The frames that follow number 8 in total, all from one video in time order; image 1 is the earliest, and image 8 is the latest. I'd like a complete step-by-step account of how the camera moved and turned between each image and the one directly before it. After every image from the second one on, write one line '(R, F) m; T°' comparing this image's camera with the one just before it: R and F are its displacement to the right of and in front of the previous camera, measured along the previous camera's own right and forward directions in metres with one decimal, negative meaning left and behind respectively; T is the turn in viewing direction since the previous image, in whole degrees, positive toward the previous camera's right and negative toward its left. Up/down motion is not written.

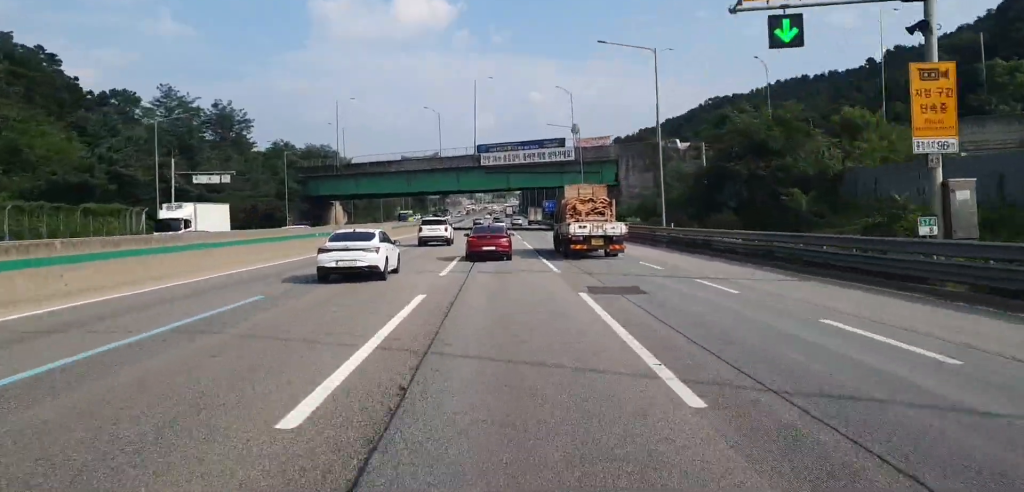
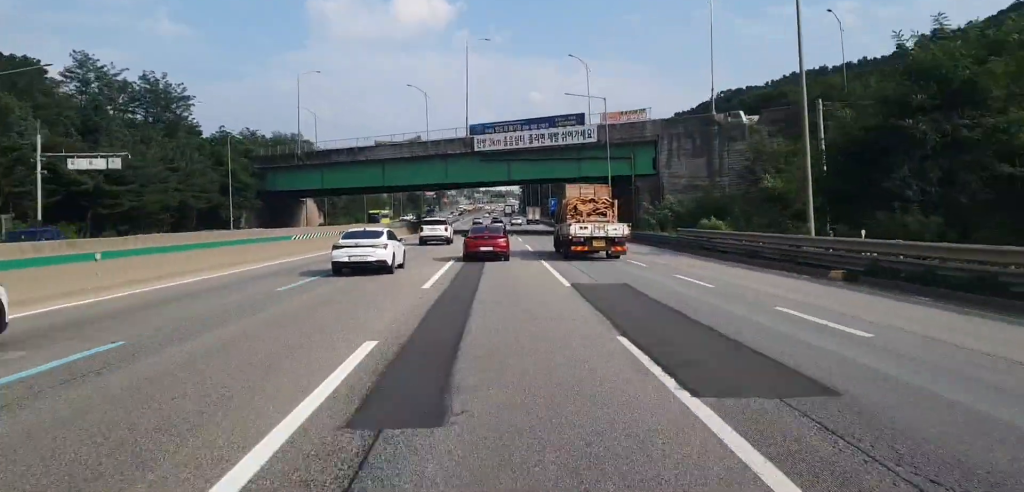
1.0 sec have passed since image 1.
(+0.1, +22.8) m; +1°
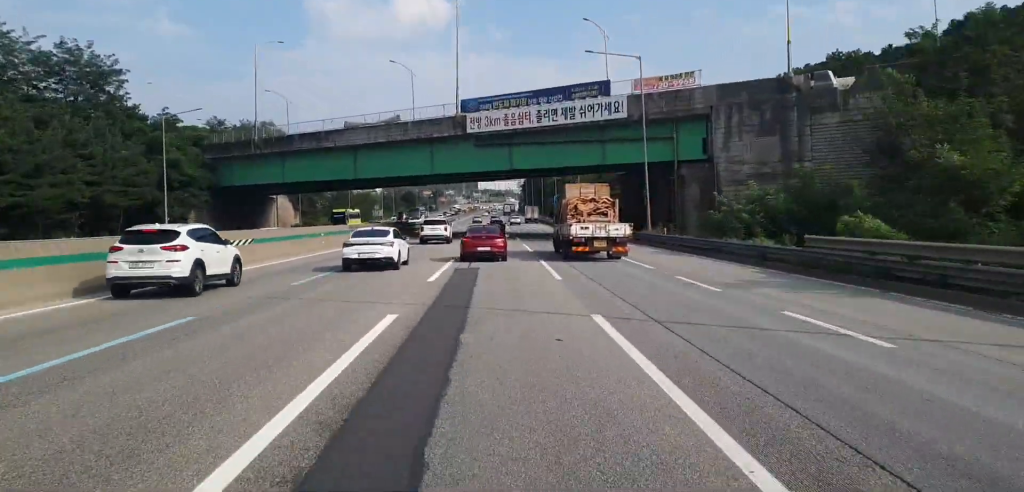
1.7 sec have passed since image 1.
(+0.1, +17.1) m; 0°
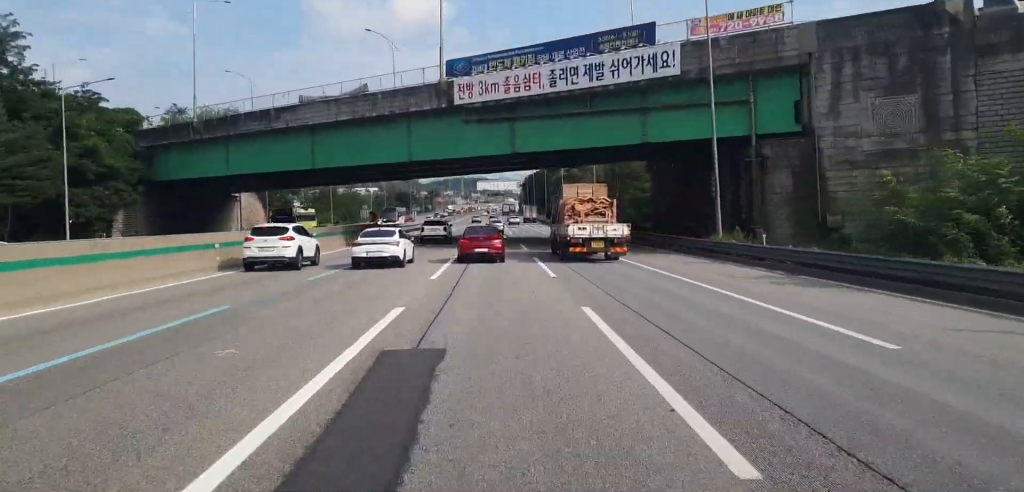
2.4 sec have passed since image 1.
(-0.1, +16.3) m; 0°
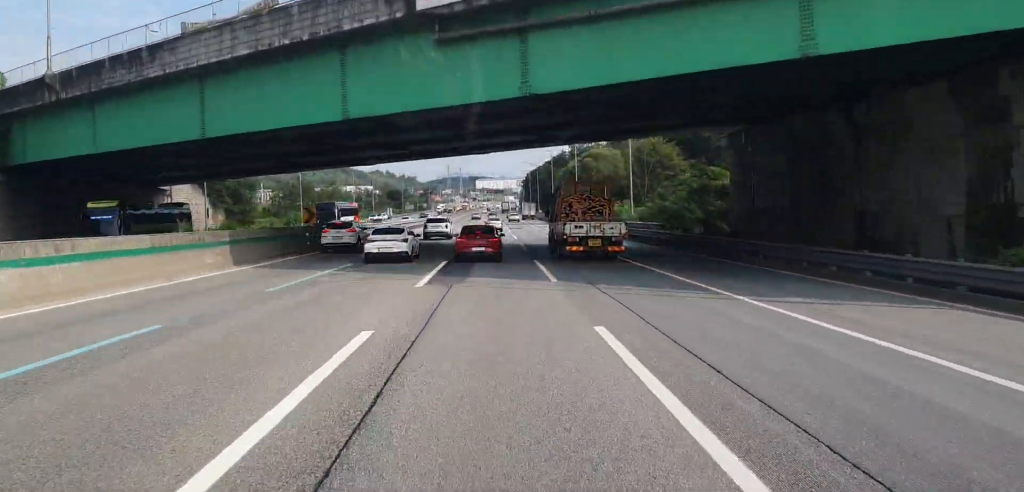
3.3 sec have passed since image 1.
(0.0, +21.5) m; 0°
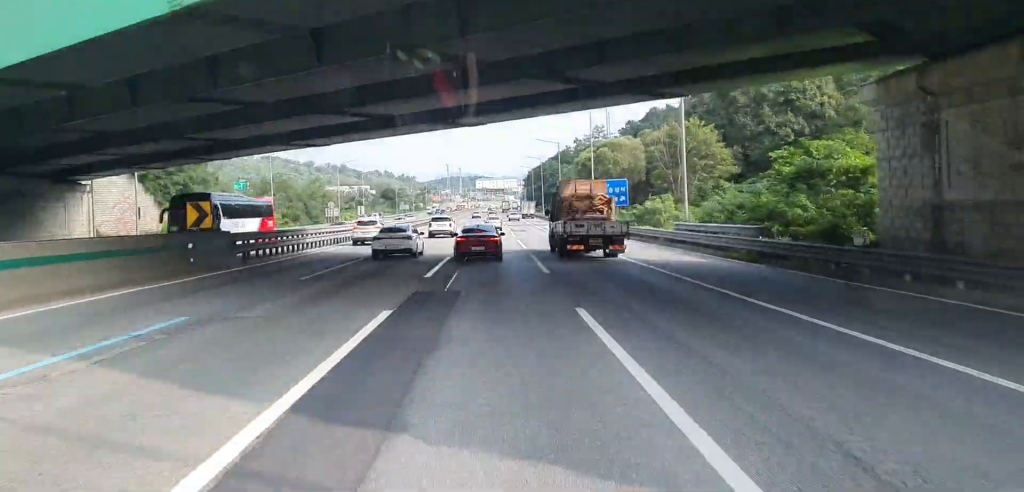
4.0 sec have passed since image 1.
(+0.1, +16.0) m; 0°
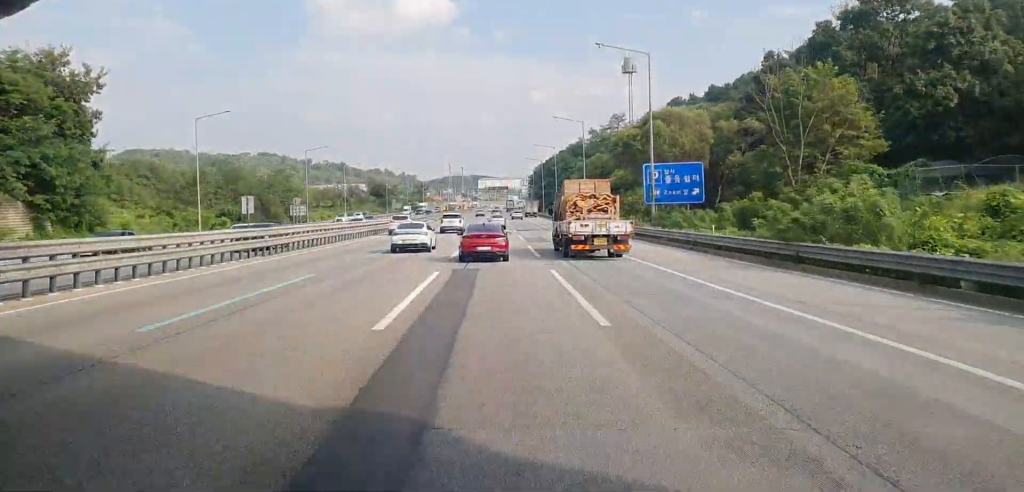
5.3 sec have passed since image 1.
(-0.2, +28.0) m; 0°
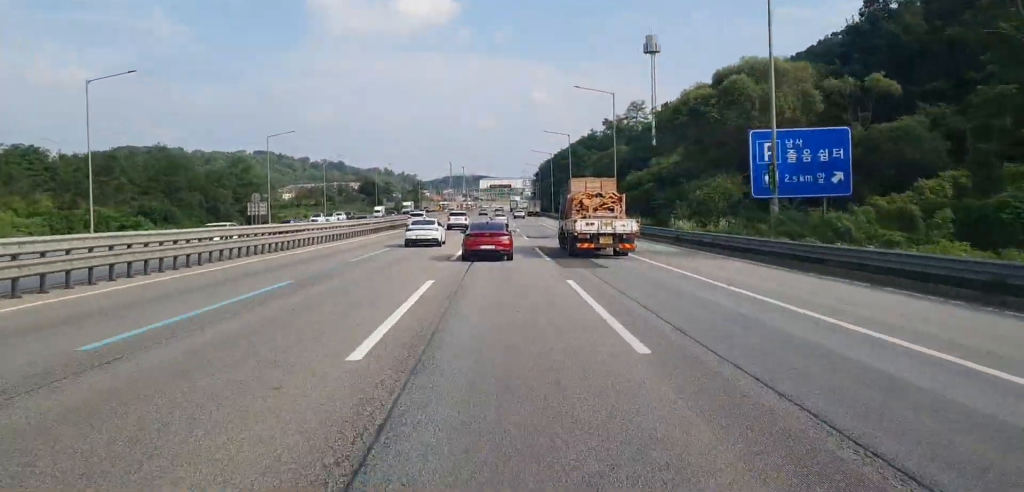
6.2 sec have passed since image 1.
(+0.2, +21.7) m; +1°
